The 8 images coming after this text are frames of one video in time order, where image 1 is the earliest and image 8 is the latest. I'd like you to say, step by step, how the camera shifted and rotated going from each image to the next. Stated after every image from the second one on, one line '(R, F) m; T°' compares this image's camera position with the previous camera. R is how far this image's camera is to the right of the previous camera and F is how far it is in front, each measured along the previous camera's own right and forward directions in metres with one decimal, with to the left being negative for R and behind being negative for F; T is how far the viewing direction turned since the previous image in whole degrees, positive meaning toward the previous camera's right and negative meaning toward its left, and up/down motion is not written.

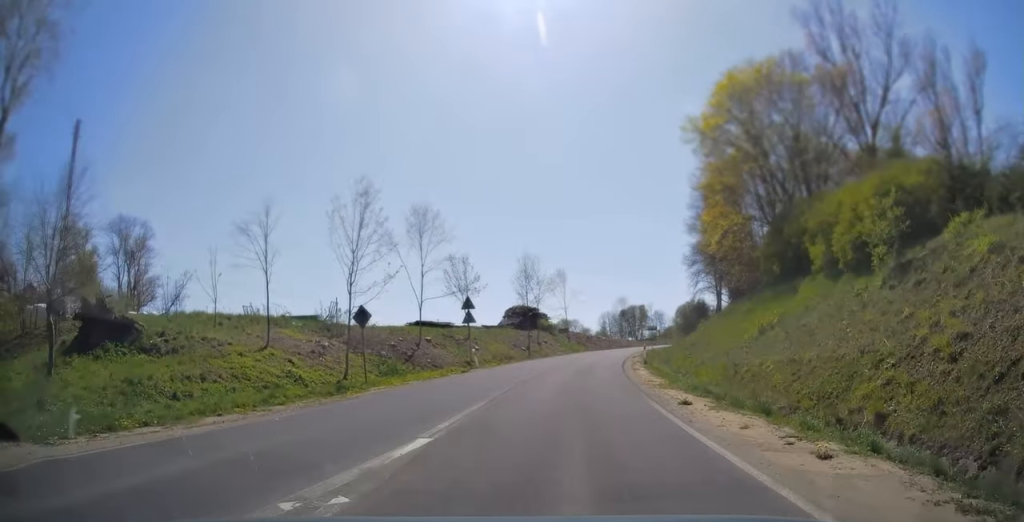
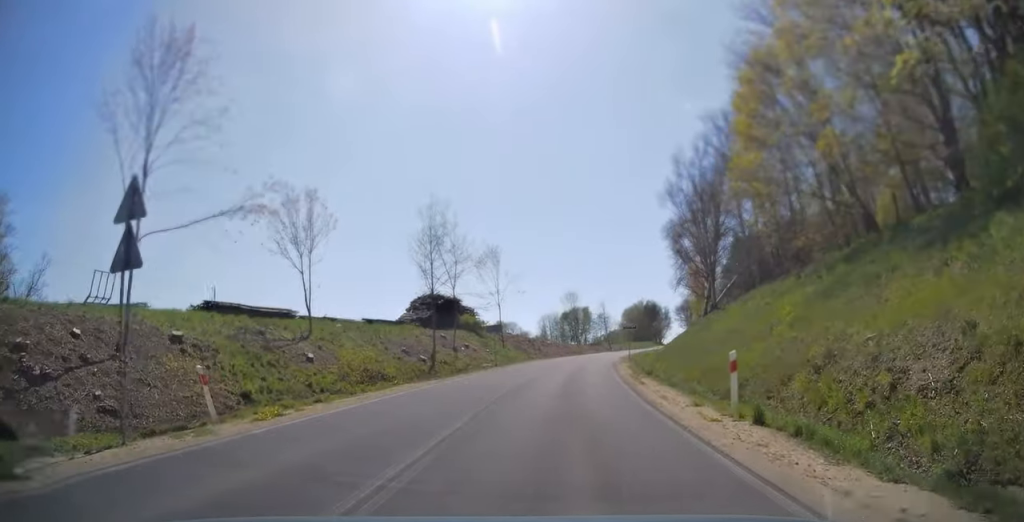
(+1.4, +24.6) m; +6°
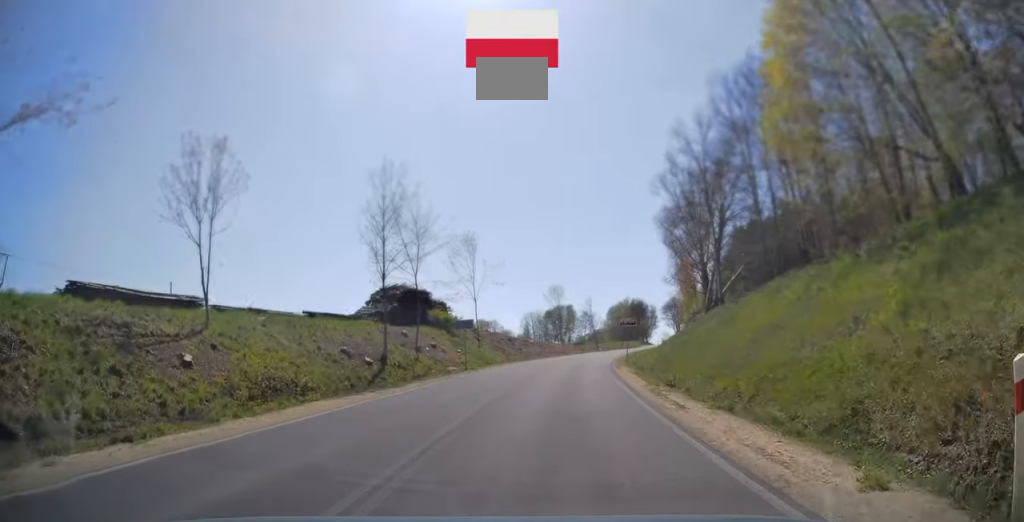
(+0.1, +7.6) m; +2°
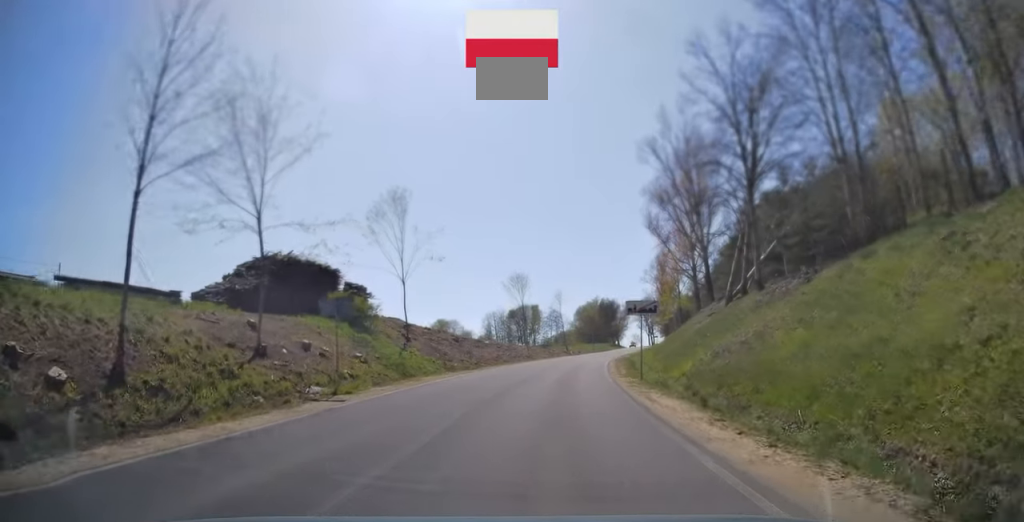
(+0.4, +17.2) m; +3°
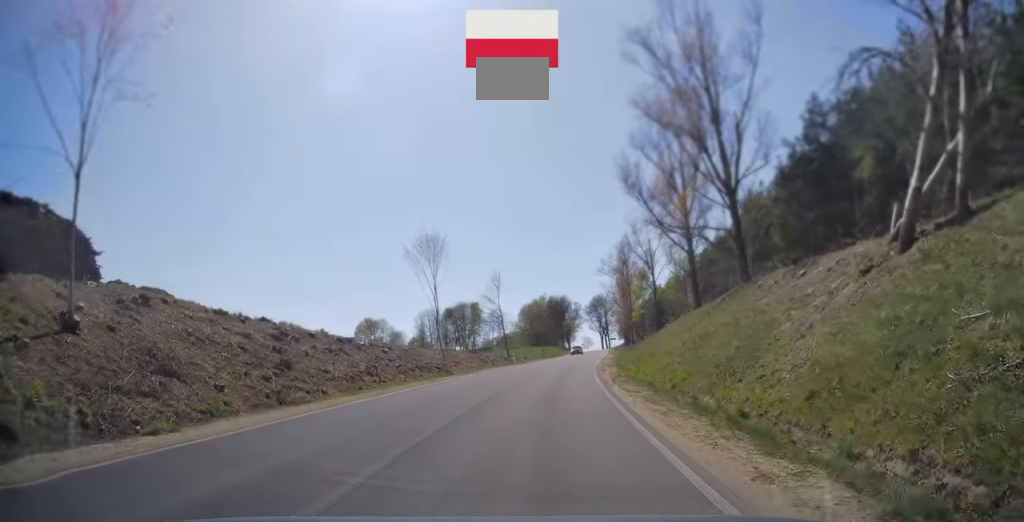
(+1.6, +27.6) m; +6°
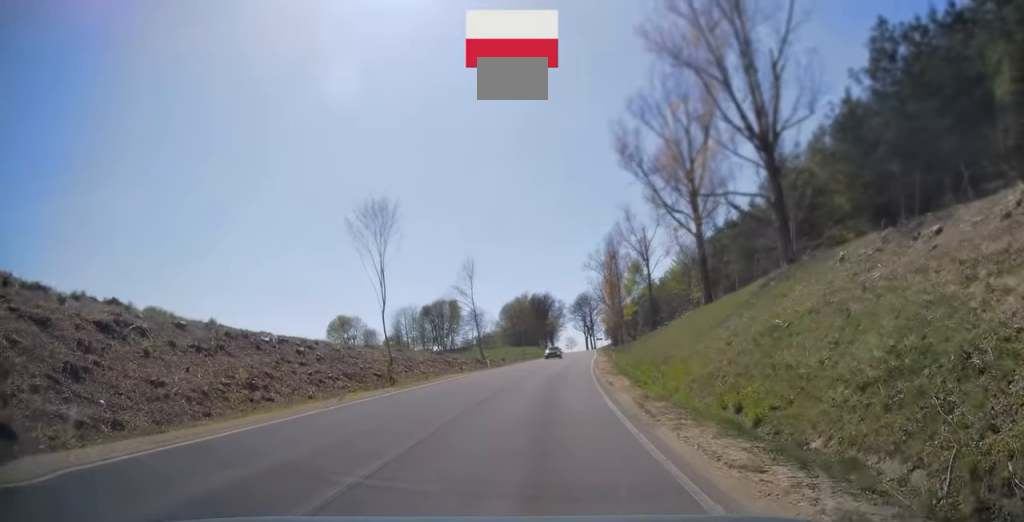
(+0.2, +10.5) m; +2°
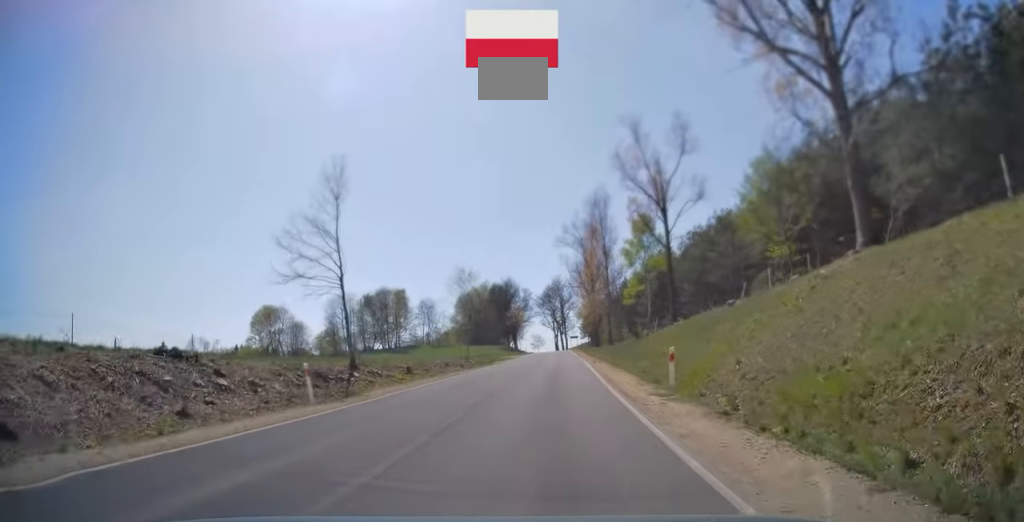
(+0.7, +32.4) m; +3°
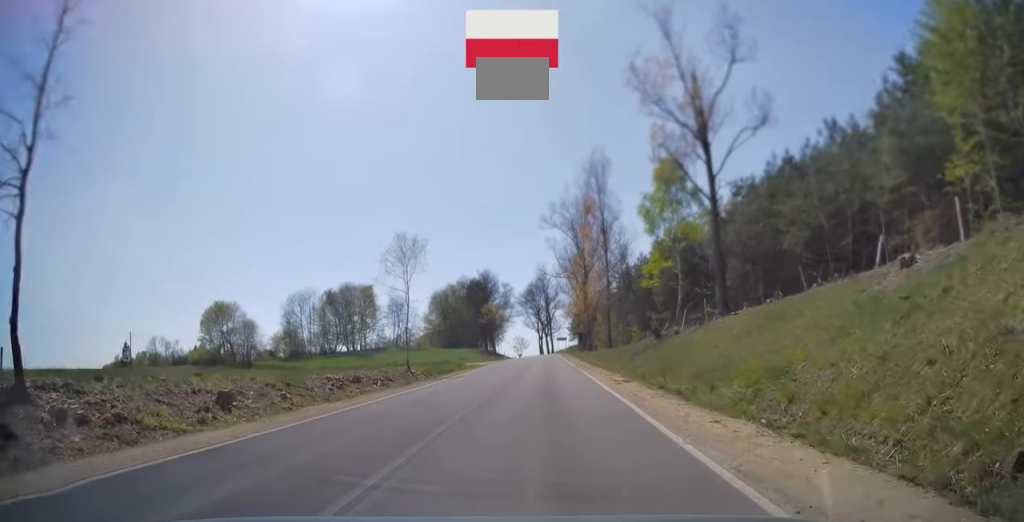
(+0.3, +18.9) m; +1°
